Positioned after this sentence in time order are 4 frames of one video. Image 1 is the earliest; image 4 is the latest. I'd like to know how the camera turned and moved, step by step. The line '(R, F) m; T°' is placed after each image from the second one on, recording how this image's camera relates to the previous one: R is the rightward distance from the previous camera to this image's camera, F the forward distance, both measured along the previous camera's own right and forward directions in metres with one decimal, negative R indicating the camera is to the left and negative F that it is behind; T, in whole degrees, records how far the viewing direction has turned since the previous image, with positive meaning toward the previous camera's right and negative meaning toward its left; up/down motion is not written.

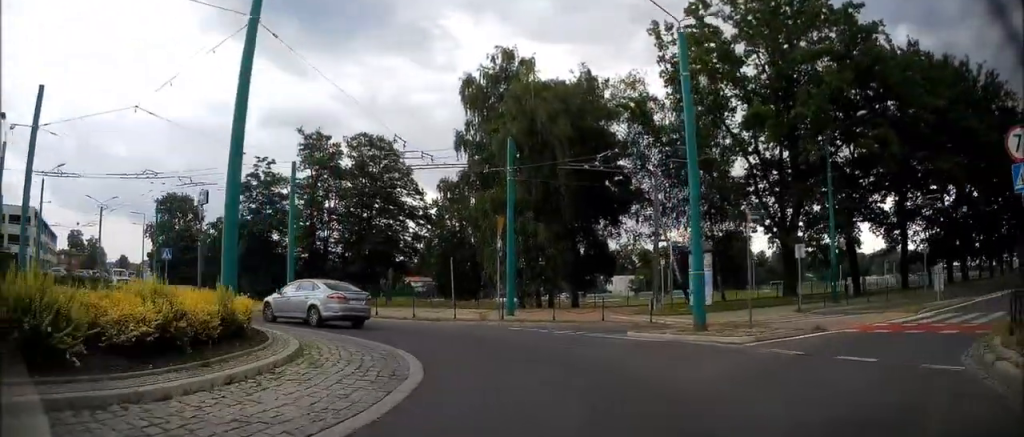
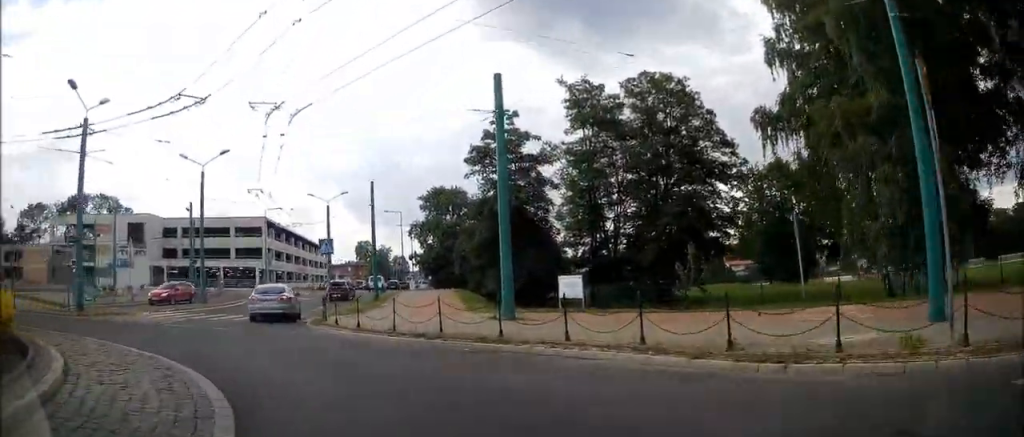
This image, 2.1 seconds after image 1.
(-1.3, +10.8) m; -20°
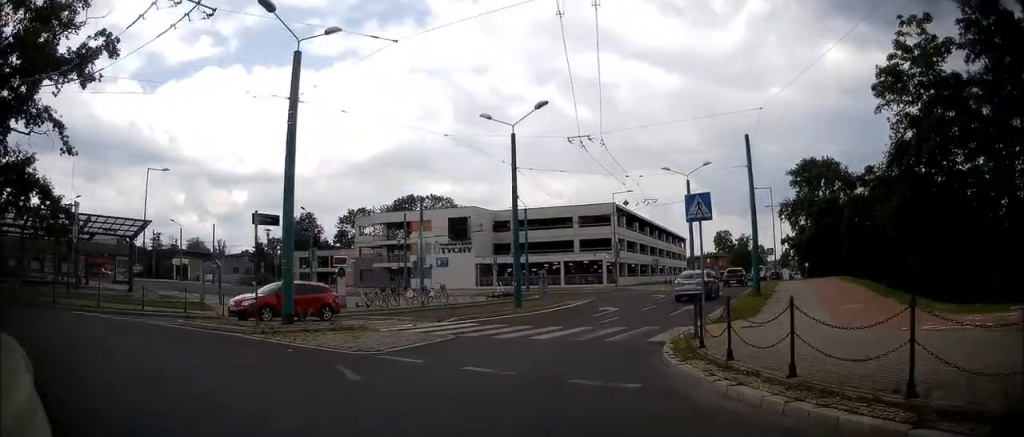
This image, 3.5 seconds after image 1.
(-1.2, +7.4) m; -21°
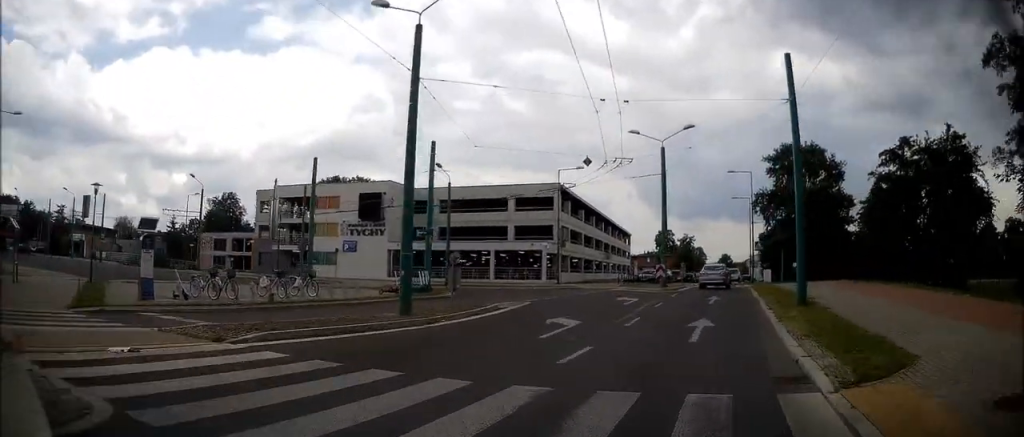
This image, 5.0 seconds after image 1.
(-1.4, +9.4) m; -9°
